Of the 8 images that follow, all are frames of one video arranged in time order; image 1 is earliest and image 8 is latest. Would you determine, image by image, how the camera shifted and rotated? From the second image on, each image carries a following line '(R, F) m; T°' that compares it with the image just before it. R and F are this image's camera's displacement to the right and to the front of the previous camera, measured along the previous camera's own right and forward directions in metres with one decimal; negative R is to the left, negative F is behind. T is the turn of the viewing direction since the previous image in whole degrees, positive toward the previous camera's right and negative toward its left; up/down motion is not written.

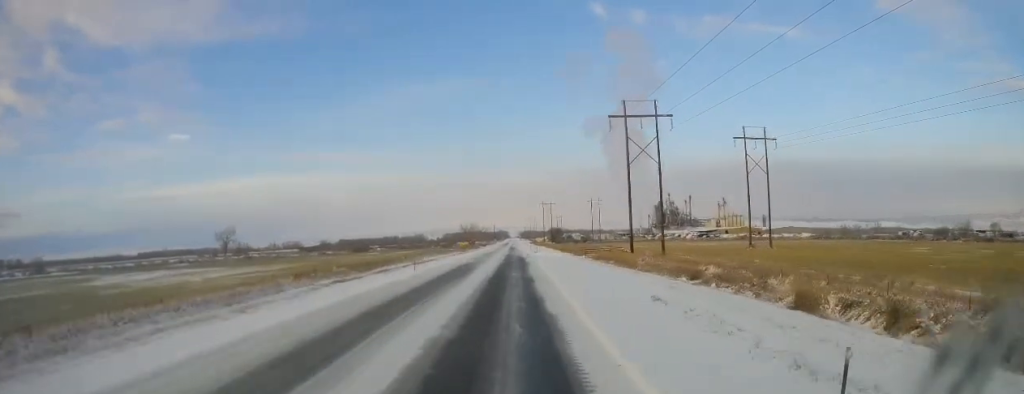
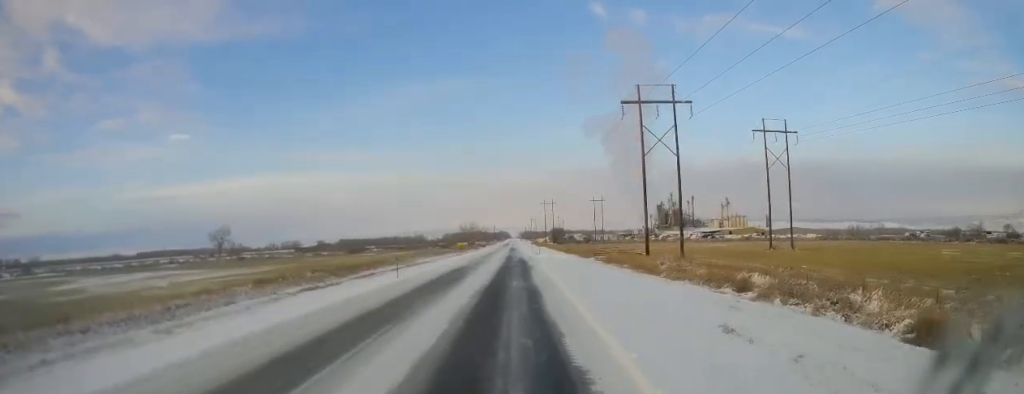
(0.0, +8.0) m; 0°
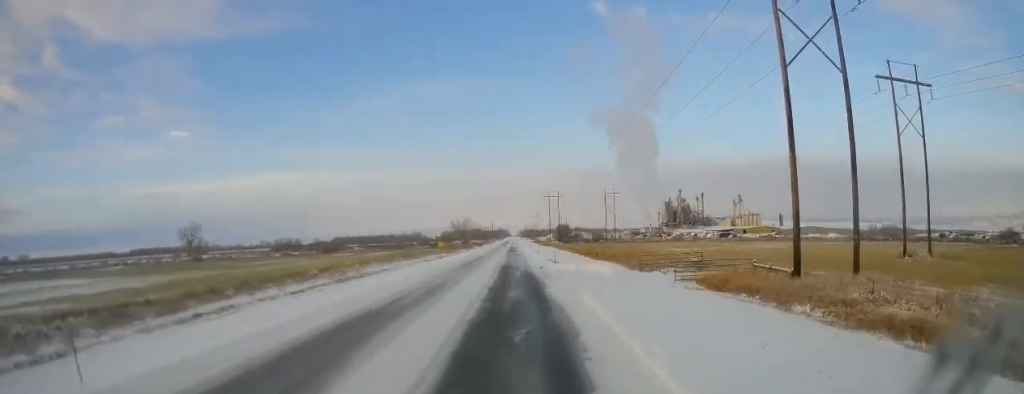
(0.0, +34.7) m; 0°
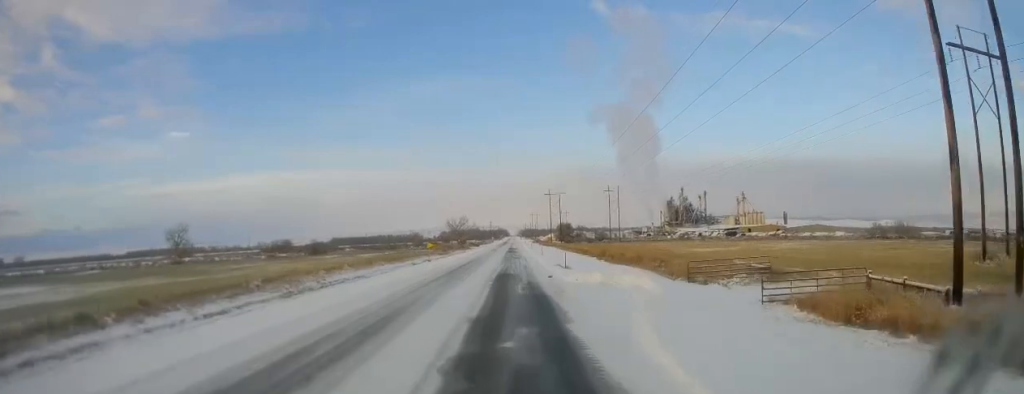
(0.0, +12.6) m; -1°
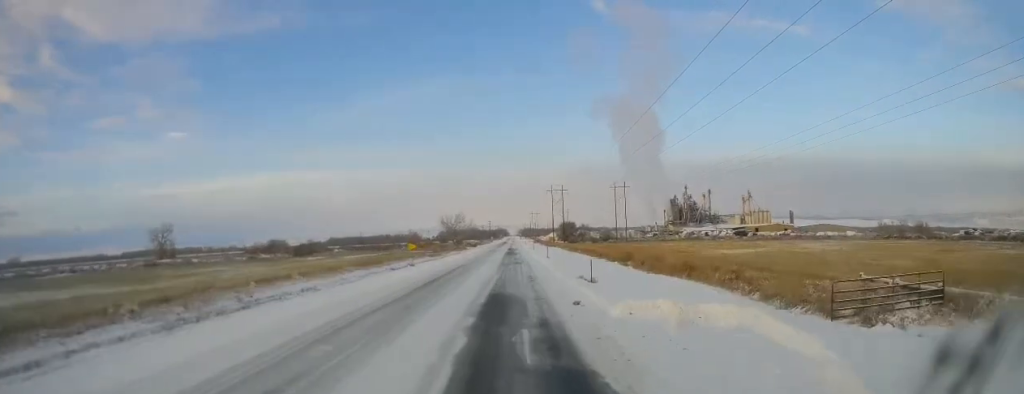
(-0.3, +15.2) m; -1°
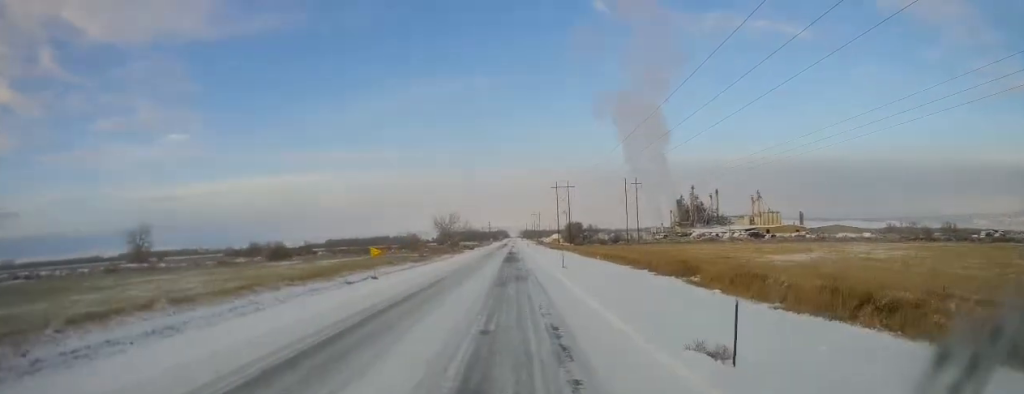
(-0.1, +20.2) m; +1°
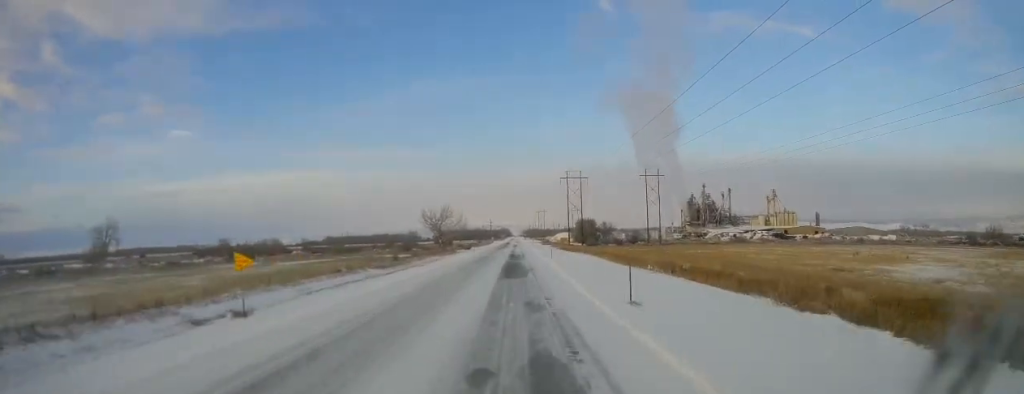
(+0.6, +27.5) m; +1°
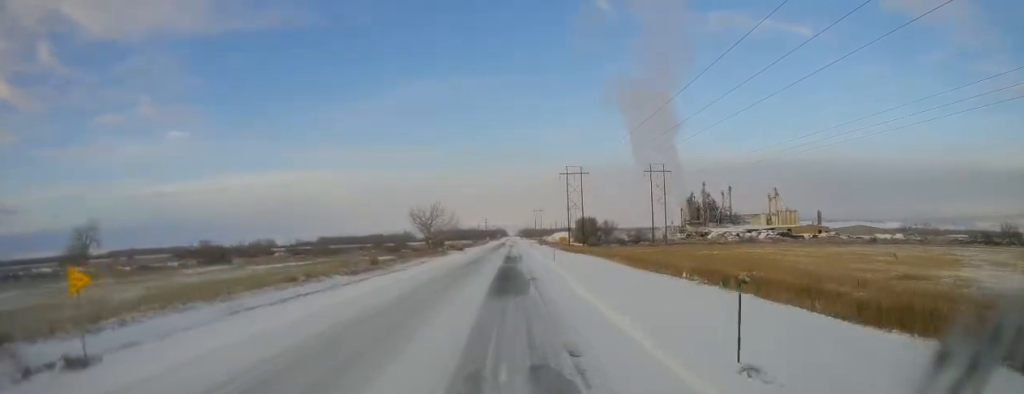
(0.0, +11.4) m; 0°
